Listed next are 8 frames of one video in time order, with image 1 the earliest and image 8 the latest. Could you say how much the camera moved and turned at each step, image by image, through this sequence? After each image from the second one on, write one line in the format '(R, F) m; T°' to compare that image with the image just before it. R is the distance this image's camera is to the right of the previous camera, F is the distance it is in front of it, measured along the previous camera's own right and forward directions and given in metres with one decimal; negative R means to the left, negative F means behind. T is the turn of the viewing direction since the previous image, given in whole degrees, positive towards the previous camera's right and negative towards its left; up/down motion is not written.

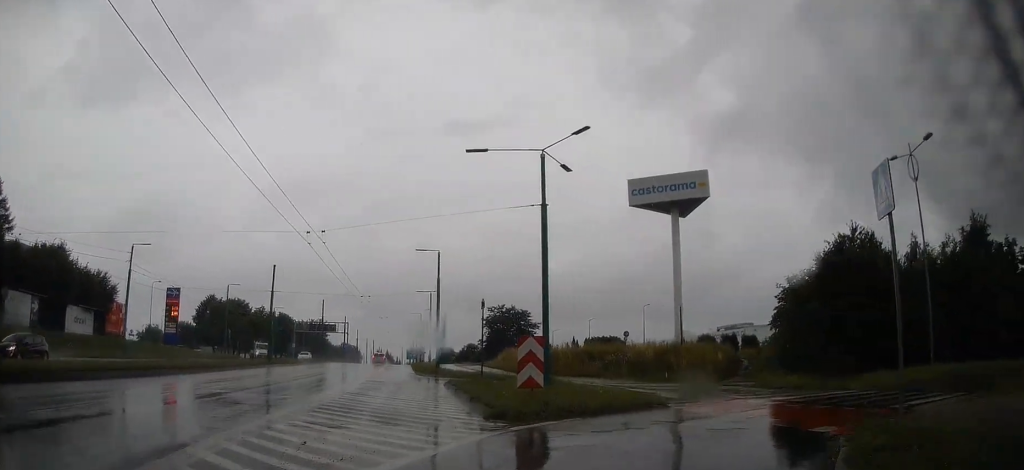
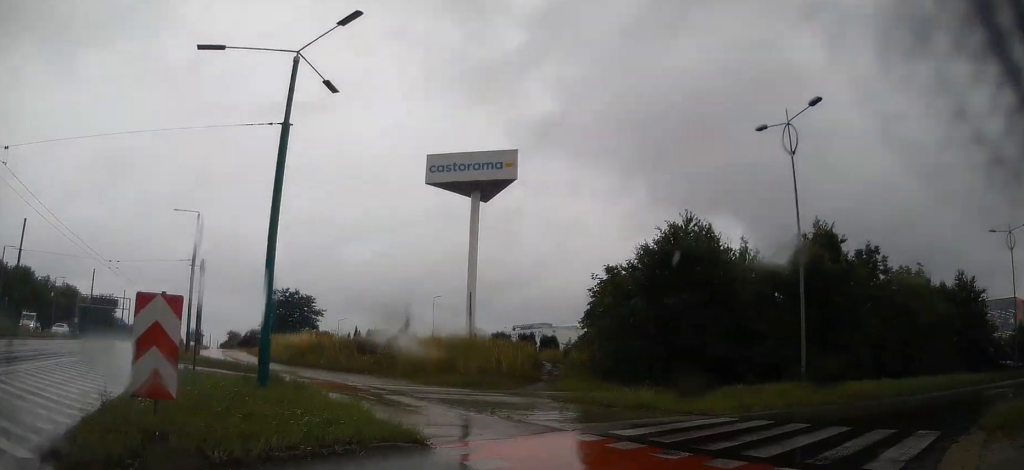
(+1.4, +7.1) m; +23°
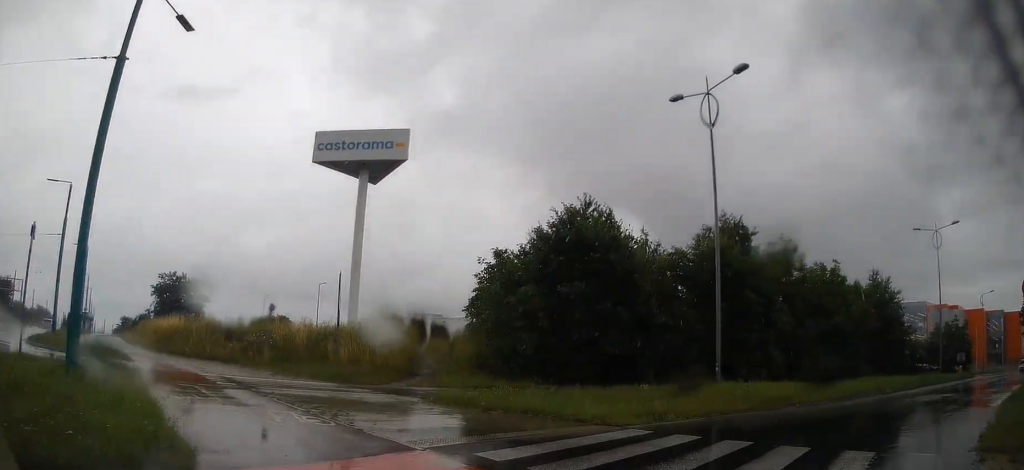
(+0.5, +3.4) m; +9°
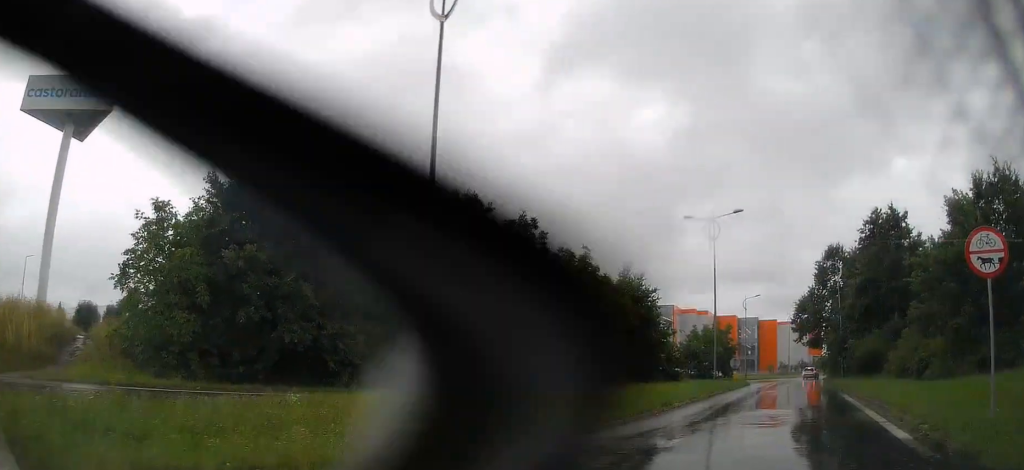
(+1.4, +8.6) m; +14°
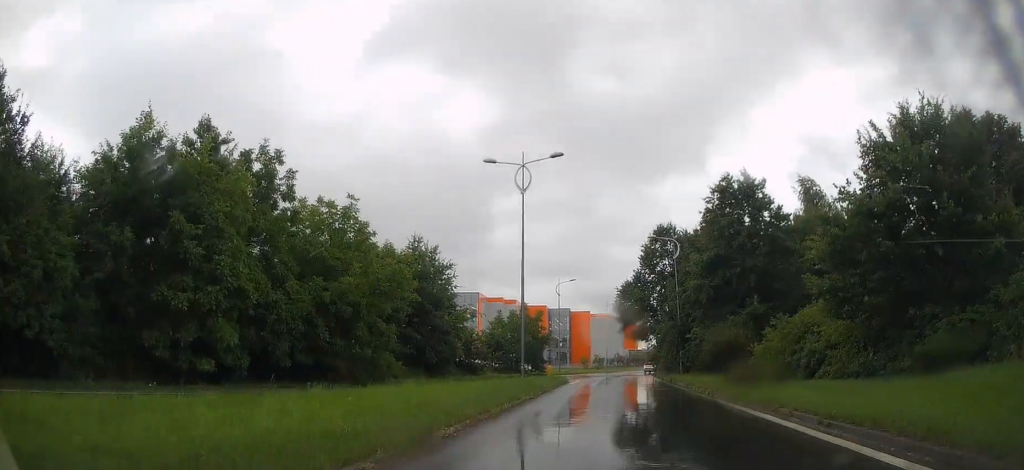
(+1.0, +12.0) m; +7°
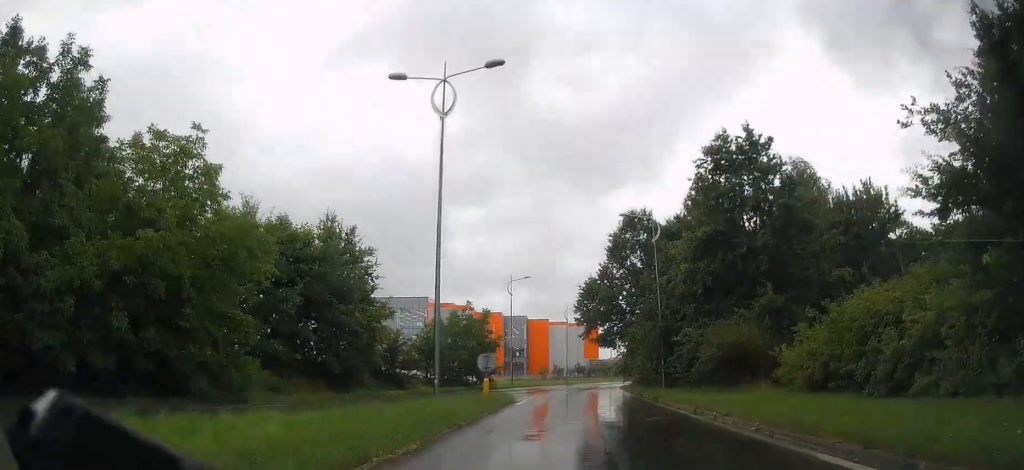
(+0.1, +12.7) m; -1°
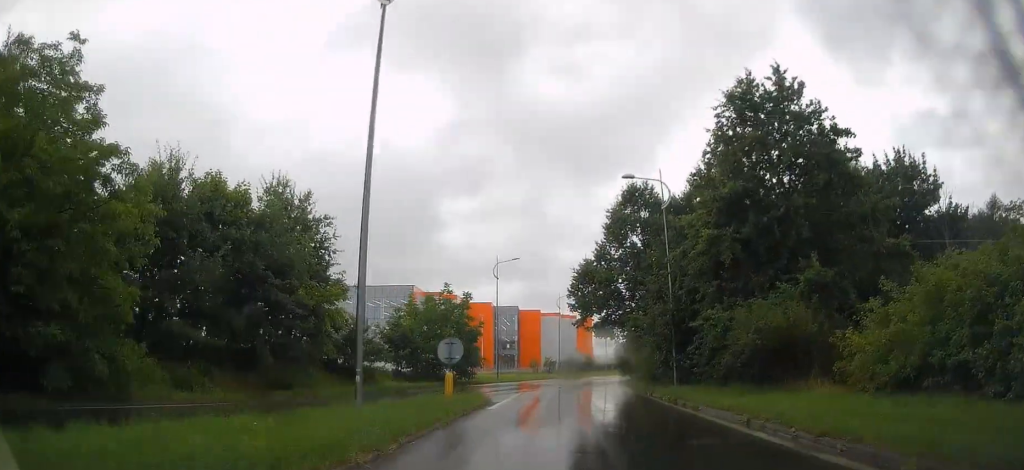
(-0.1, +7.0) m; -1°
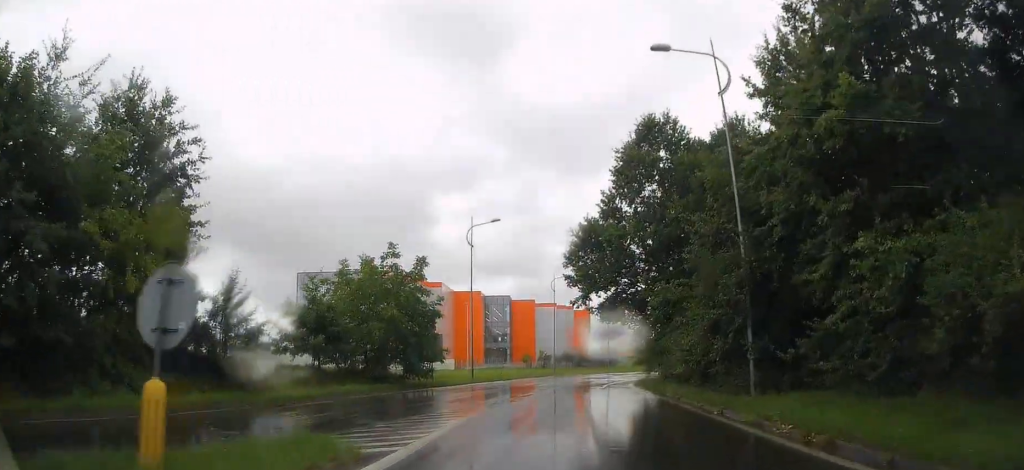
(-0.3, +14.0) m; -1°
